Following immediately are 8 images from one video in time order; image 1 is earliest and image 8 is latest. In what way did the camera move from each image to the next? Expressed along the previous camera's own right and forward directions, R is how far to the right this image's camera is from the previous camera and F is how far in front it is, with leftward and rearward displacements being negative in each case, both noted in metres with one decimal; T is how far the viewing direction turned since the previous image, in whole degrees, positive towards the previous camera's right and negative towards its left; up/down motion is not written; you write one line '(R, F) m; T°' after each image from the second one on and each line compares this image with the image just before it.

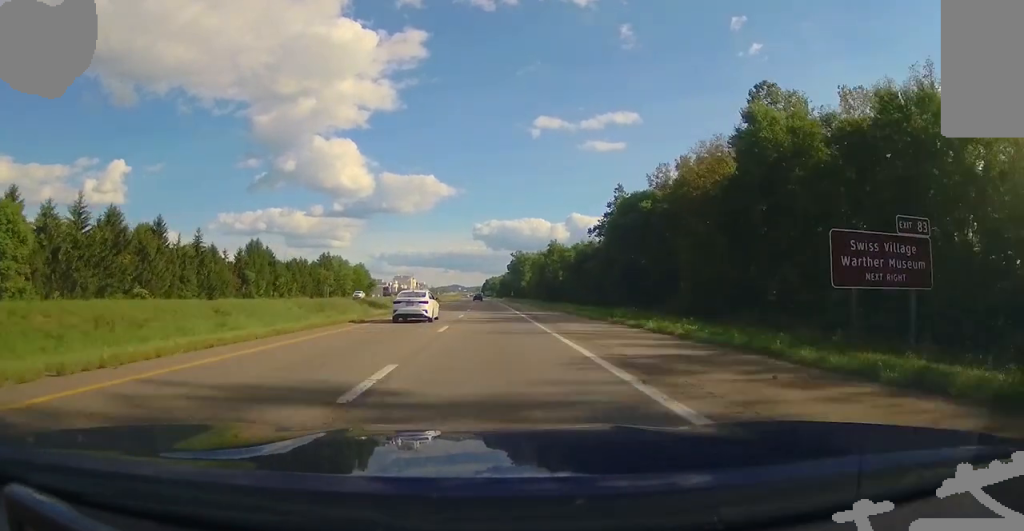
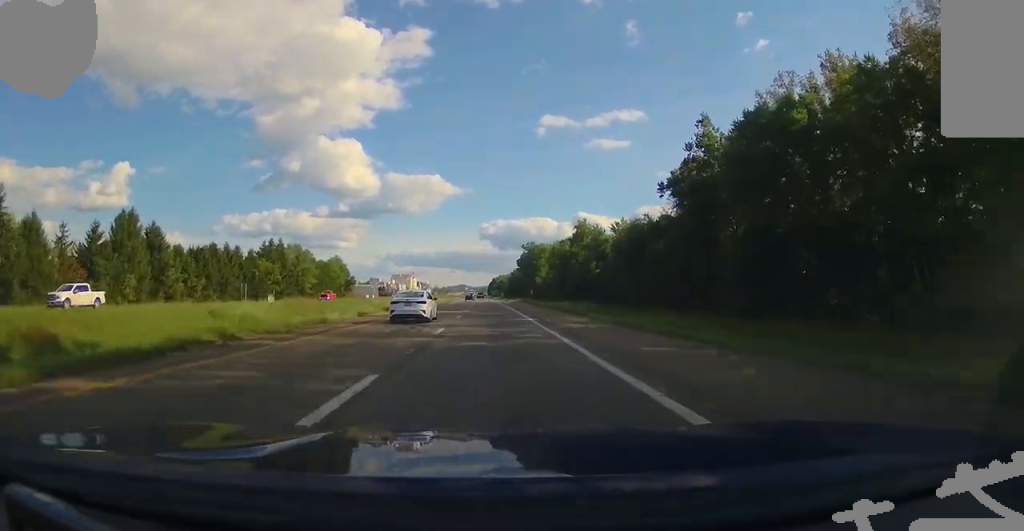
(-0.1, +50.2) m; -1°
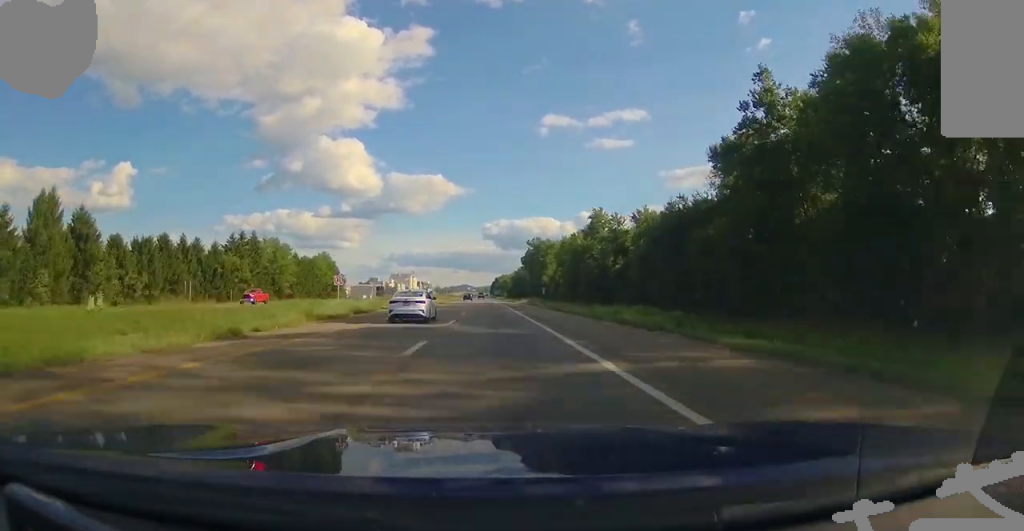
(-0.1, +18.3) m; 0°
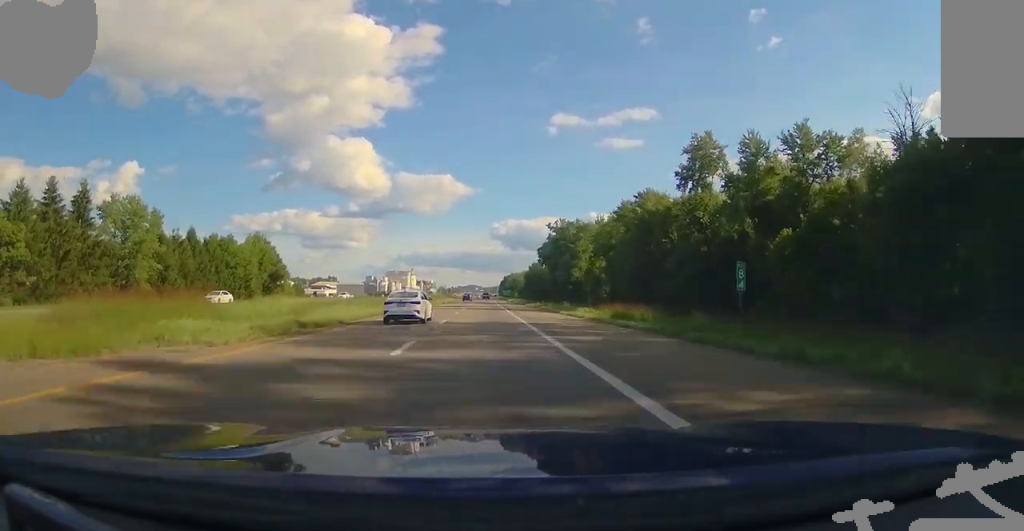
(-0.2, +61.9) m; 0°
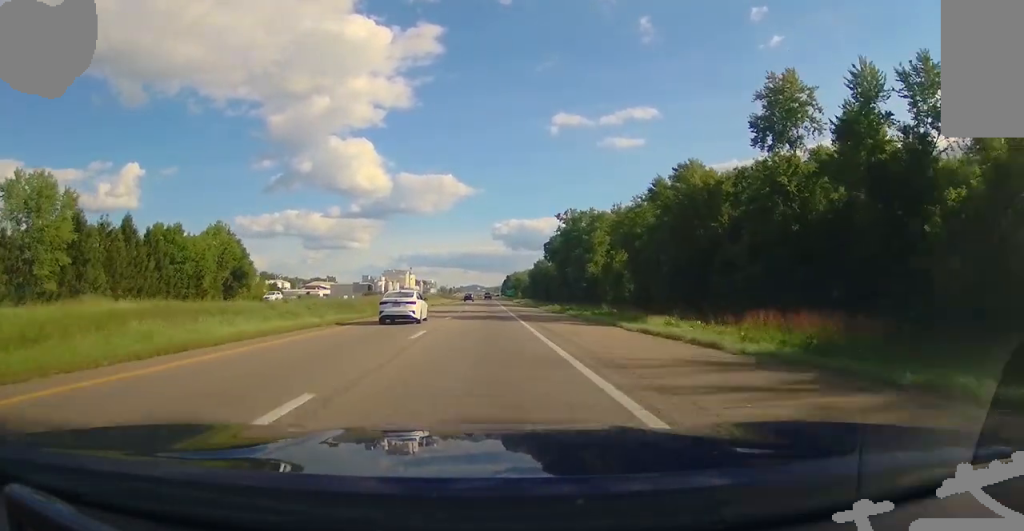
(0.0, +20.6) m; 0°
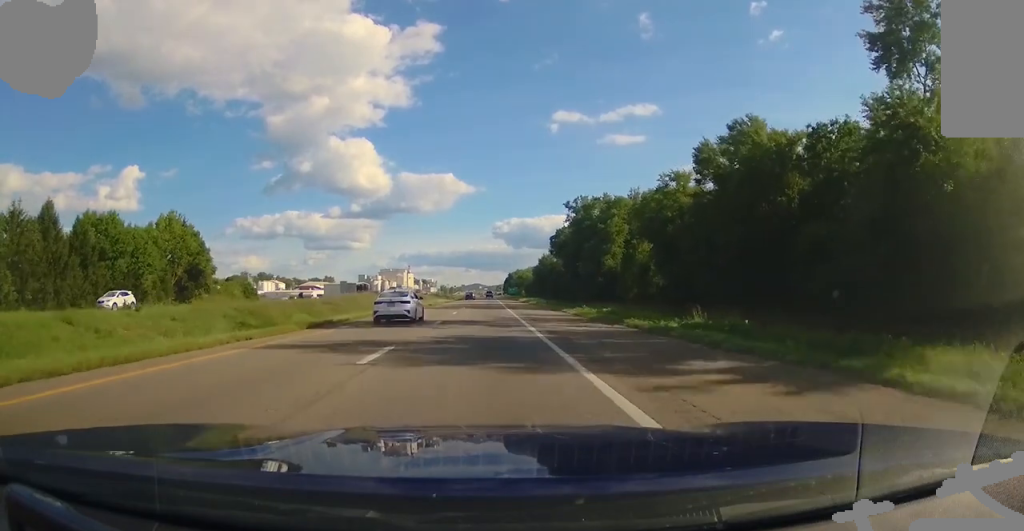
(0.0, +18.3) m; 0°
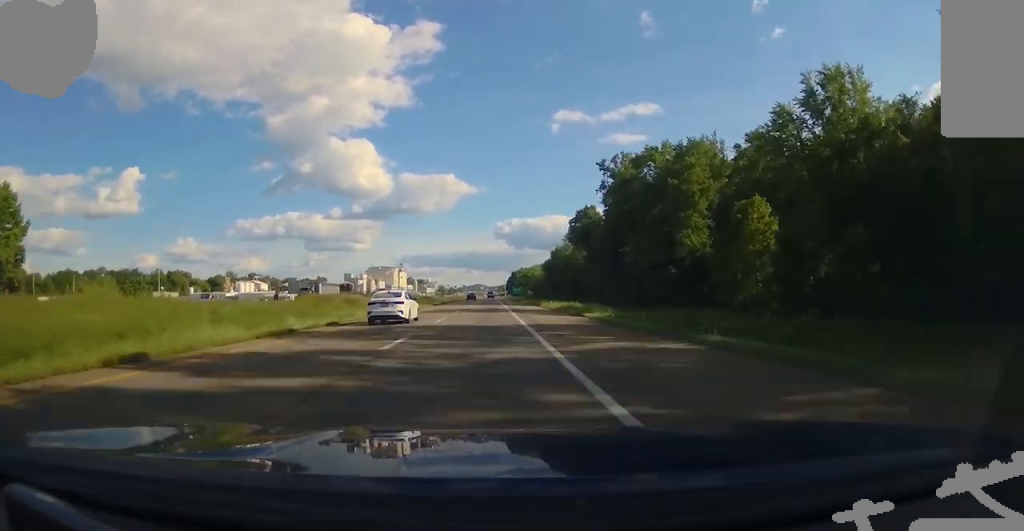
(0.0, +46.7) m; 0°
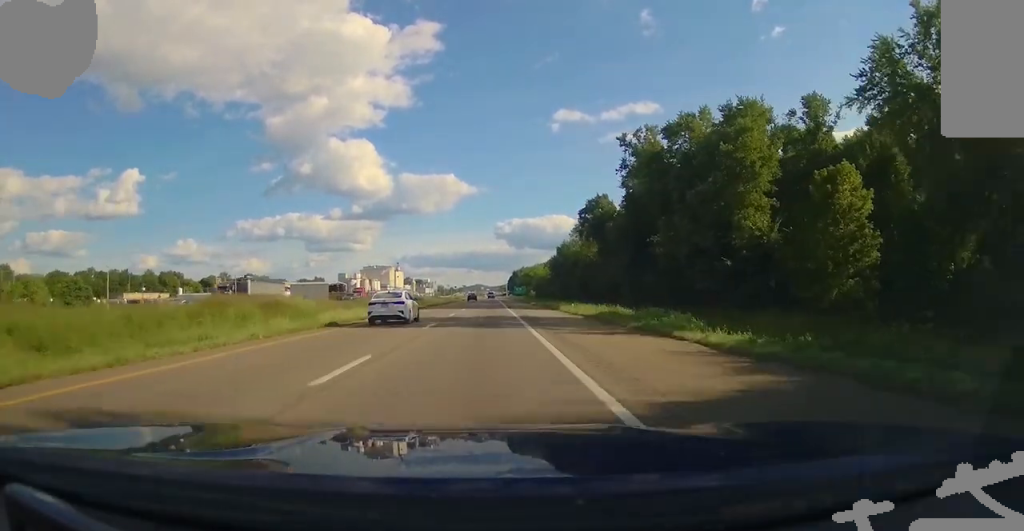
(0.0, +17.0) m; 0°
